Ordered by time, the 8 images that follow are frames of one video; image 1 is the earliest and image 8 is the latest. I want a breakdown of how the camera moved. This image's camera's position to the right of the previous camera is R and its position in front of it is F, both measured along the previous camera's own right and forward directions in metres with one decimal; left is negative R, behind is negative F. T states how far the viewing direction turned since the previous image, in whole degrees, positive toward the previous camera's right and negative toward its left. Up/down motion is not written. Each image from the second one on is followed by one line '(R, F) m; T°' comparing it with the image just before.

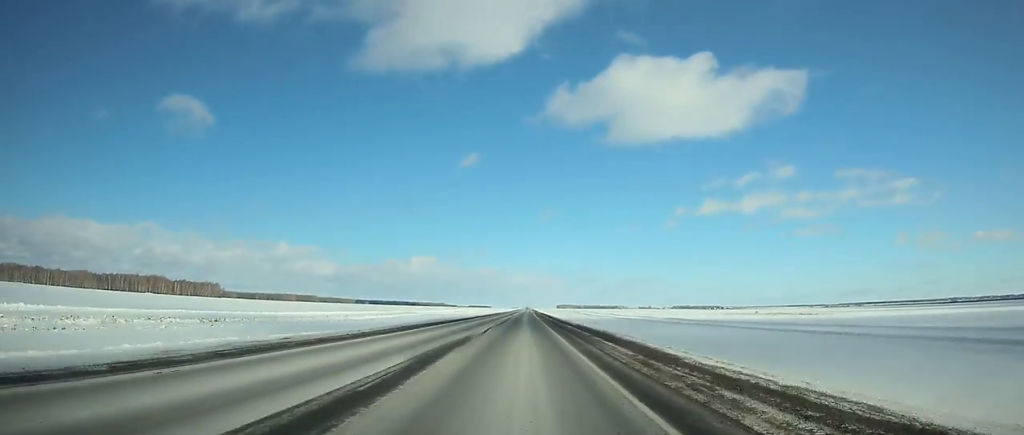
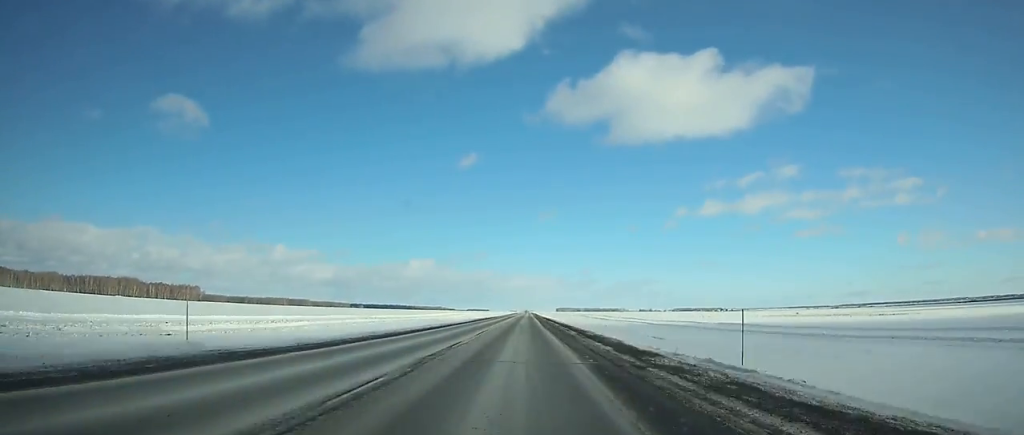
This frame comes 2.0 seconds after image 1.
(-0.1, +59.6) m; 0°
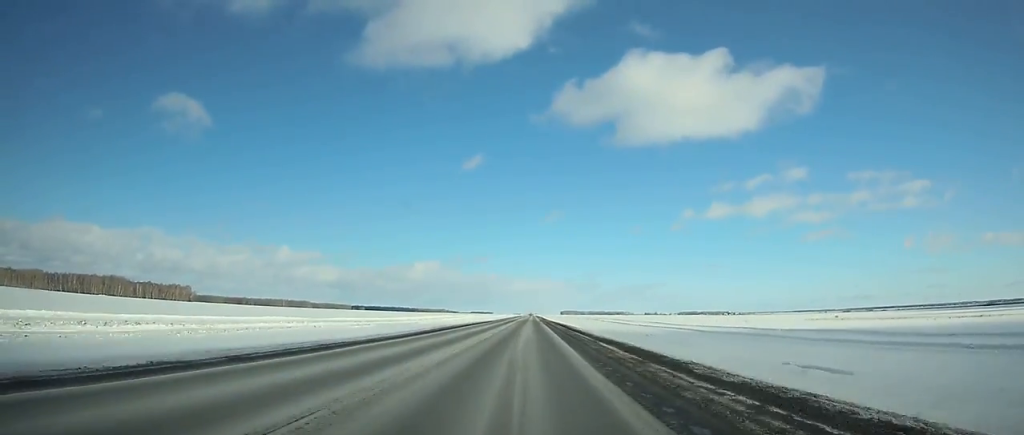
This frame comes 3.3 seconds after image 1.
(0.0, +38.4) m; 0°
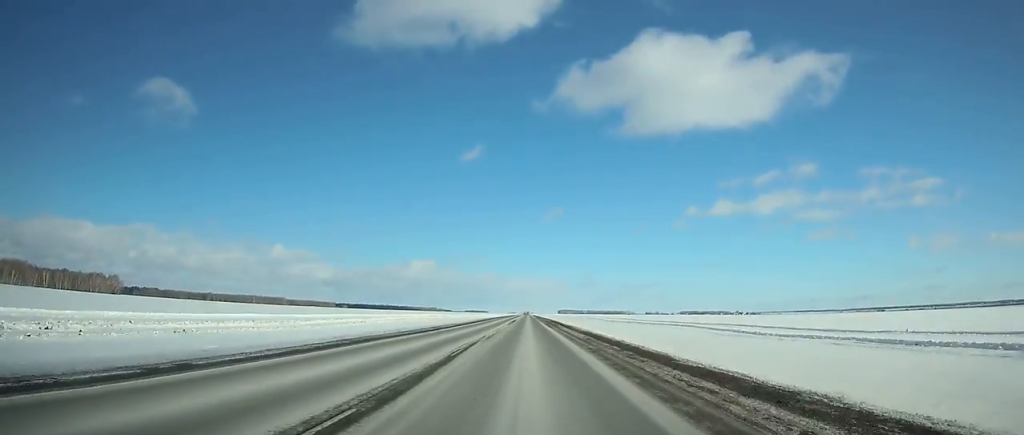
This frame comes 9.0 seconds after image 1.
(+0.4, +174.3) m; 0°
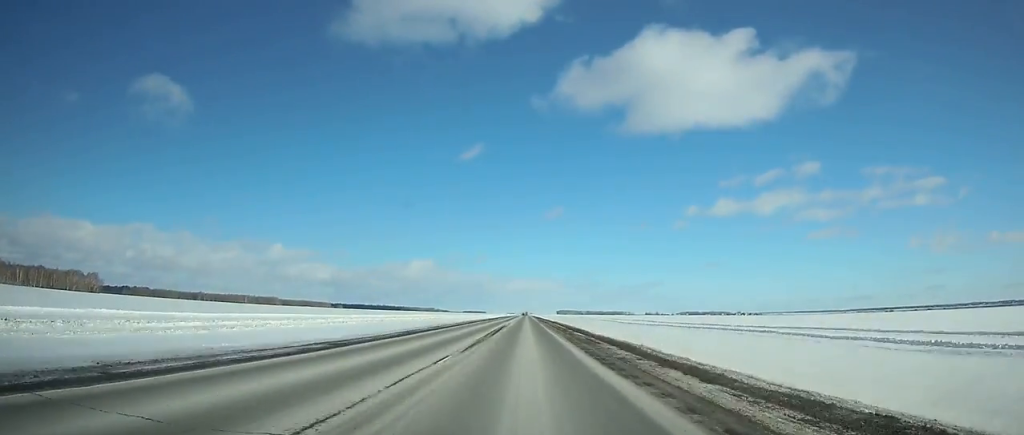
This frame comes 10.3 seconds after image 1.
(+0.1, +39.0) m; 0°
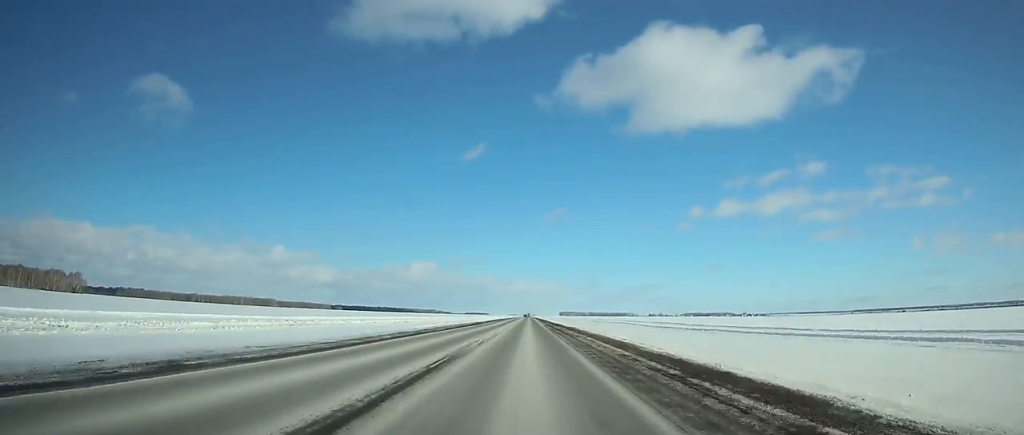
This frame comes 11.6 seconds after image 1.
(0.0, +38.1) m; 0°
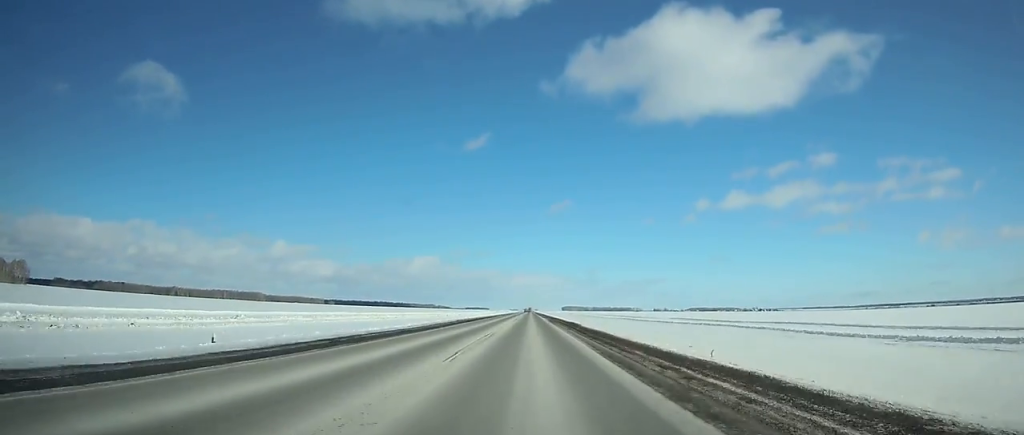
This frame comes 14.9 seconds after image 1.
(-0.1, +94.5) m; 0°
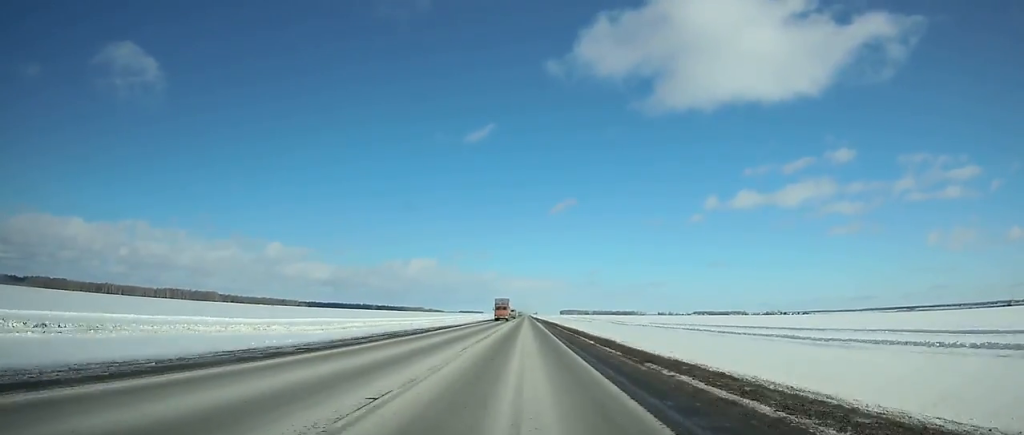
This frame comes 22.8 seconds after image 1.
(+0.4, +228.9) m; 0°
